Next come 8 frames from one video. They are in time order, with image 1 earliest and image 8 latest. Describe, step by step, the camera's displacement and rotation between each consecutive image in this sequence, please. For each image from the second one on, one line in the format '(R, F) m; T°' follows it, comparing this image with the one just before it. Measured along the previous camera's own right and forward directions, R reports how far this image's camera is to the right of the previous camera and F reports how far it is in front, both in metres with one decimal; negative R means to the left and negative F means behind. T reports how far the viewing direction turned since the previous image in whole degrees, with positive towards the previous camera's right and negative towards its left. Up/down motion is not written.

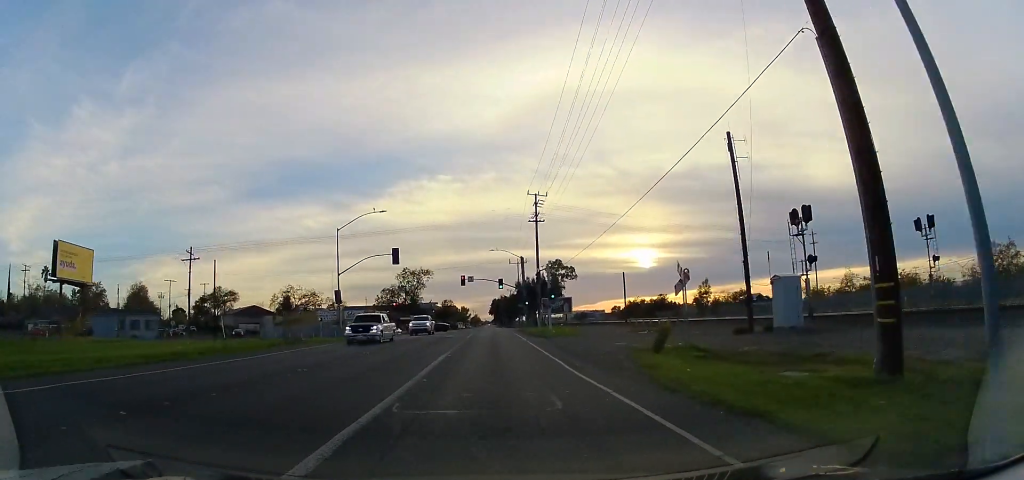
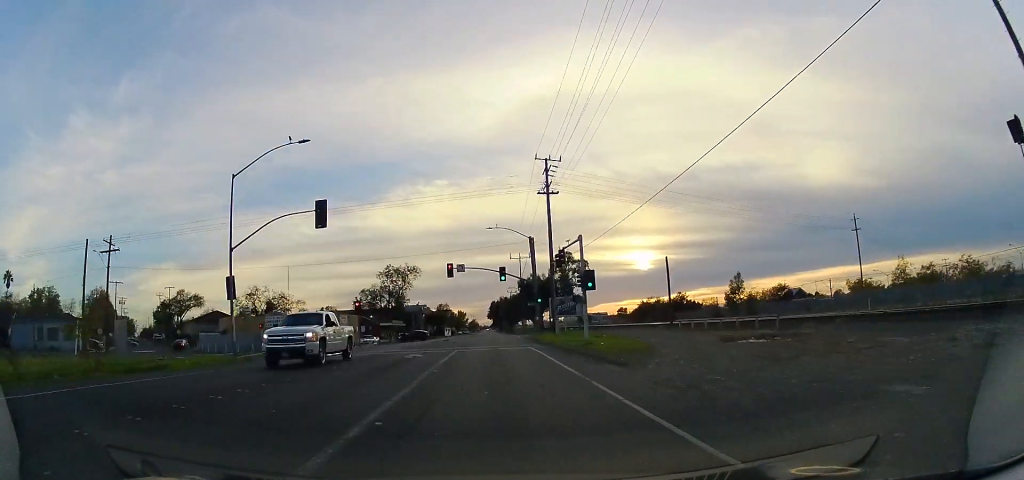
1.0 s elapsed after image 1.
(+0.2, +19.2) m; +1°
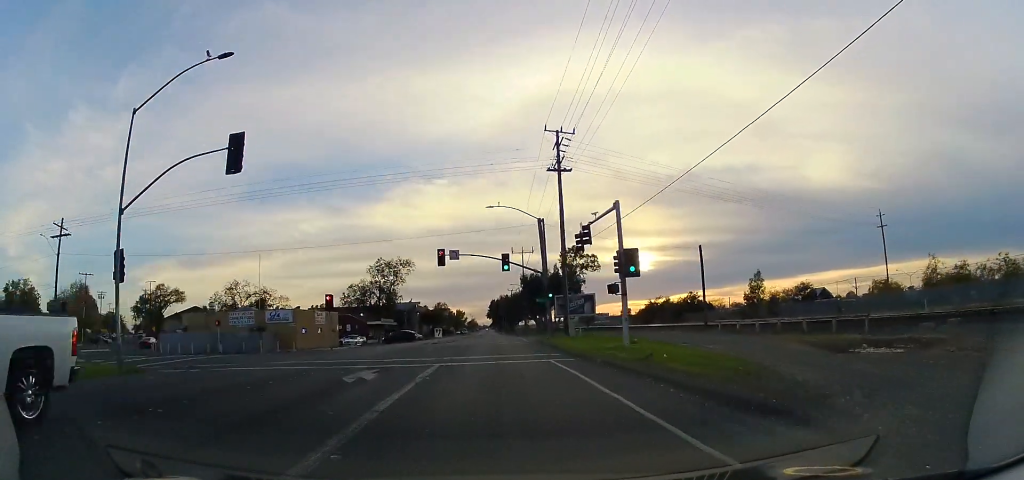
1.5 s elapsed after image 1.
(-0.1, +9.3) m; +1°
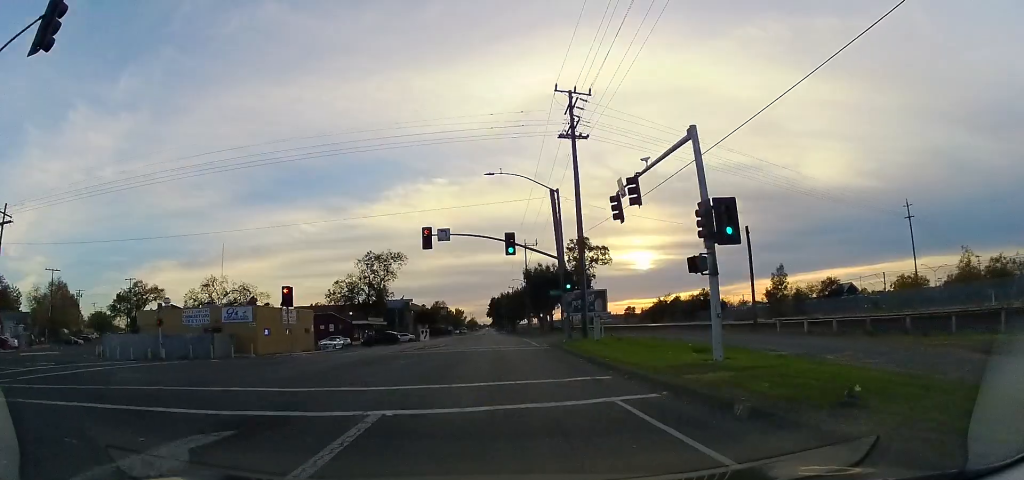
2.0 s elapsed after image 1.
(+0.1, +9.2) m; 0°
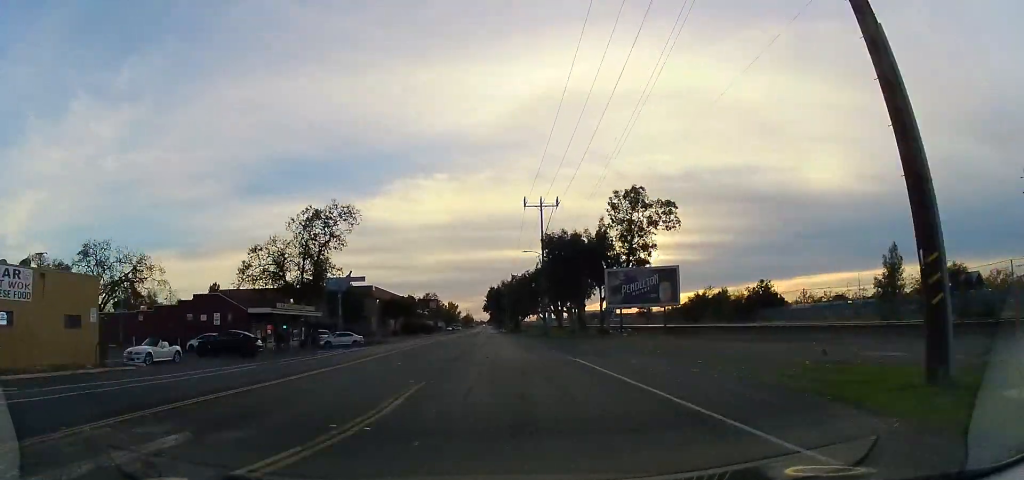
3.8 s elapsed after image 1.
(-0.2, +33.0) m; -1°
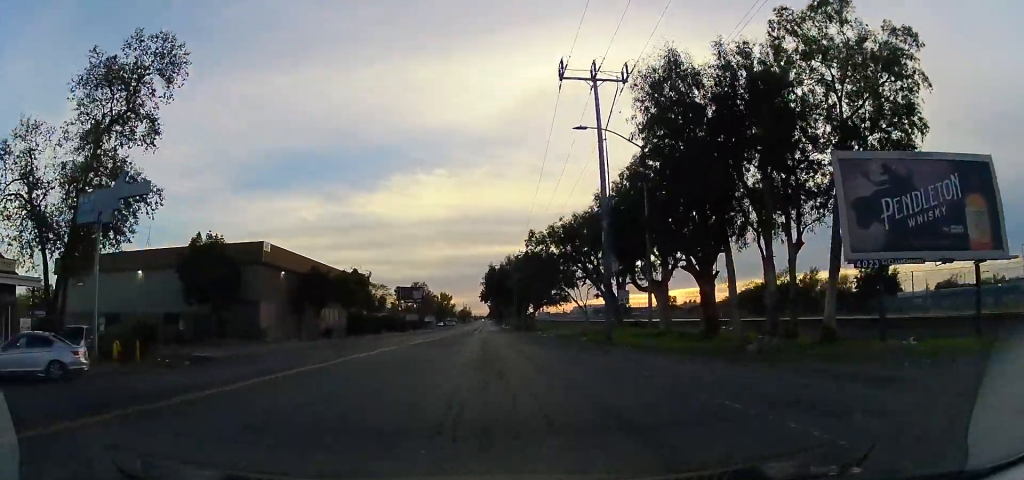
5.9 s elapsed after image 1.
(-0.3, +37.2) m; 0°
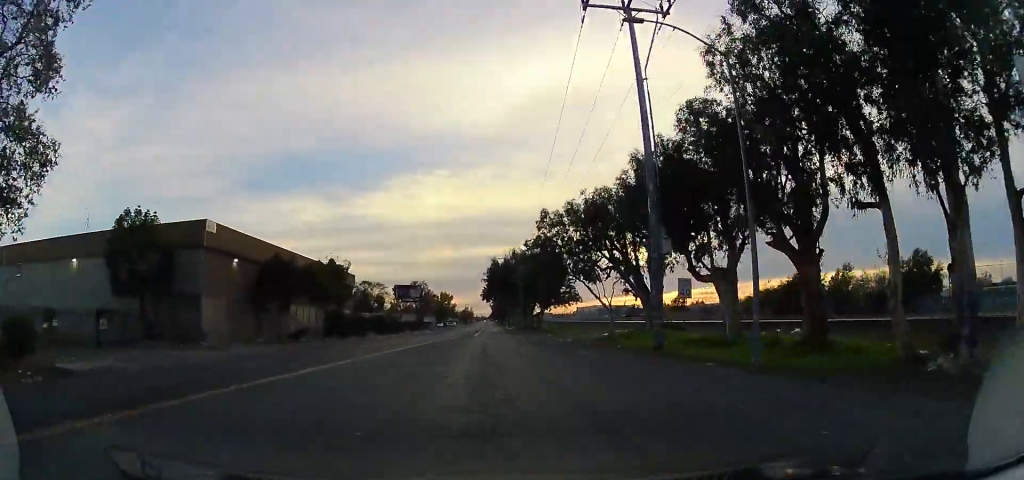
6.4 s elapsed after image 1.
(+0.3, +8.9) m; 0°
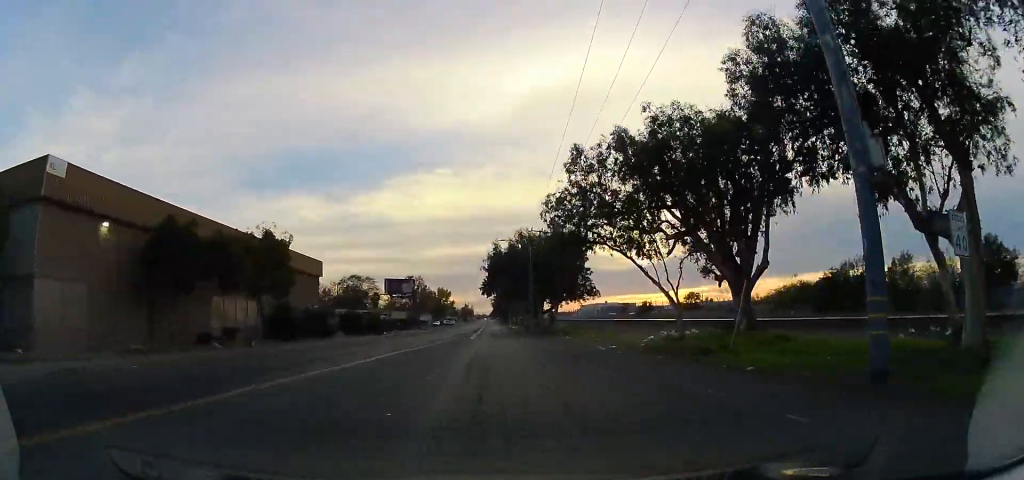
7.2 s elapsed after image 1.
(-0.3, +13.8) m; 0°
